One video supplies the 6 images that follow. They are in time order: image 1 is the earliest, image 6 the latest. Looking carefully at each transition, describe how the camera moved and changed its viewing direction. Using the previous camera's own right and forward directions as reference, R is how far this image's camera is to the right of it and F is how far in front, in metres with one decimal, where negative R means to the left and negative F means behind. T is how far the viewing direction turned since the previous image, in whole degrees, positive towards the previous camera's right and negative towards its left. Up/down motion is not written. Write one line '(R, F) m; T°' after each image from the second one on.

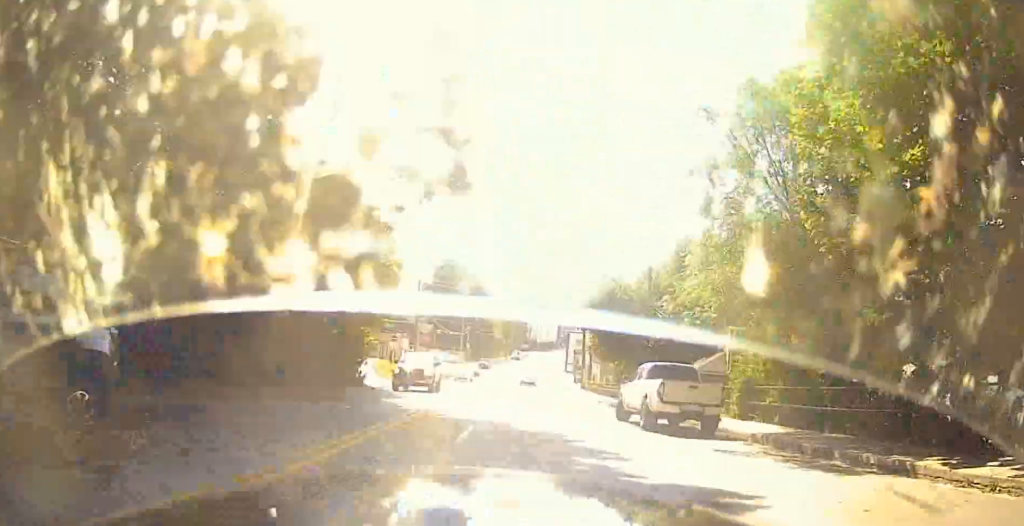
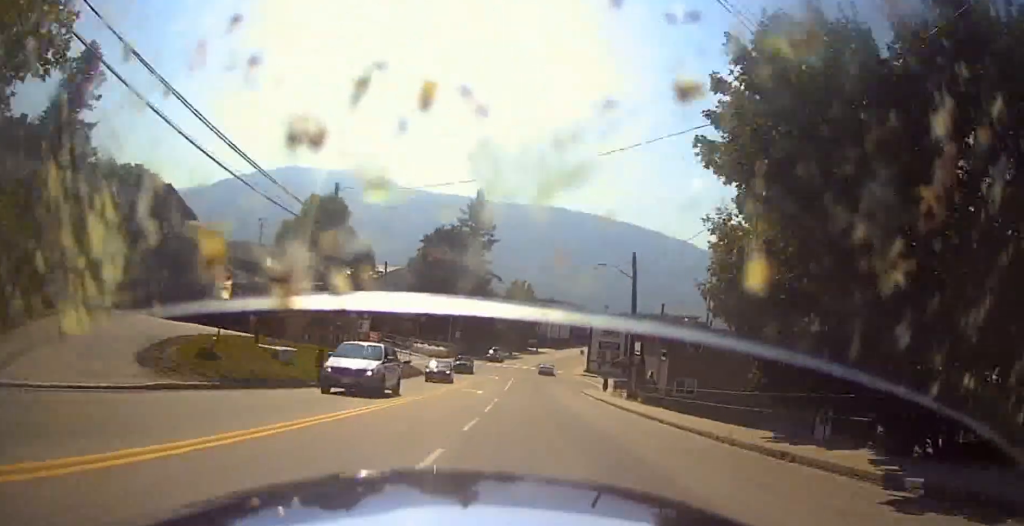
(+1.5, +28.0) m; +3°
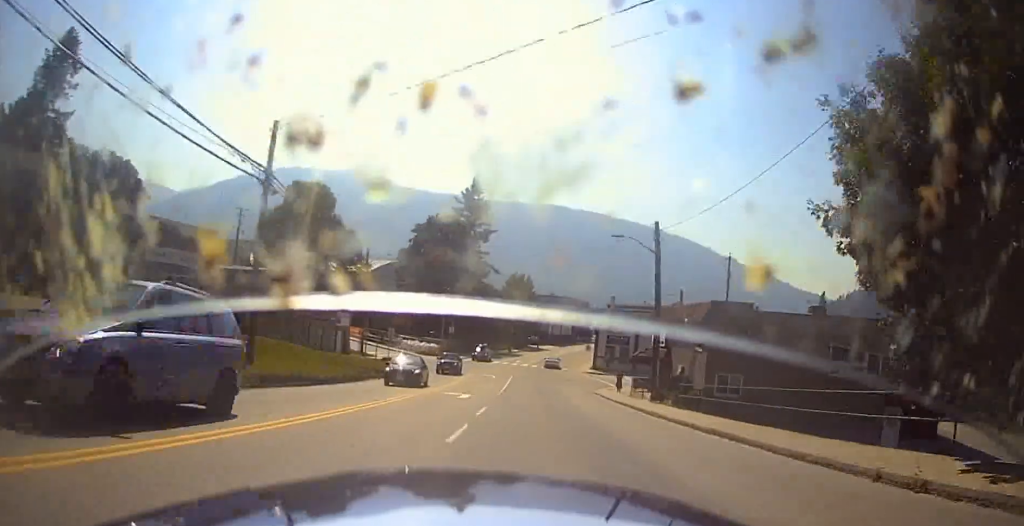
(-0.1, +7.5) m; 0°
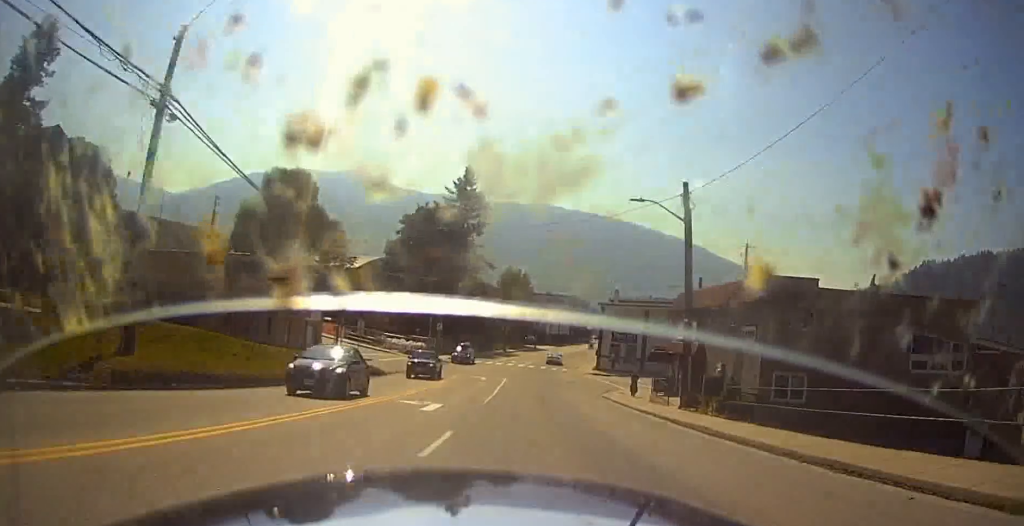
(-0.1, +6.9) m; 0°
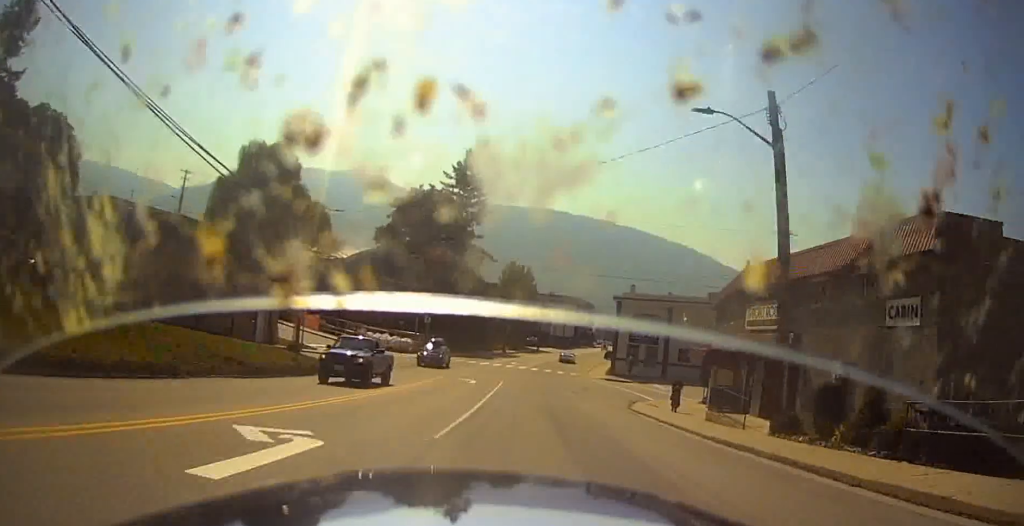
(0.0, +9.6) m; +1°
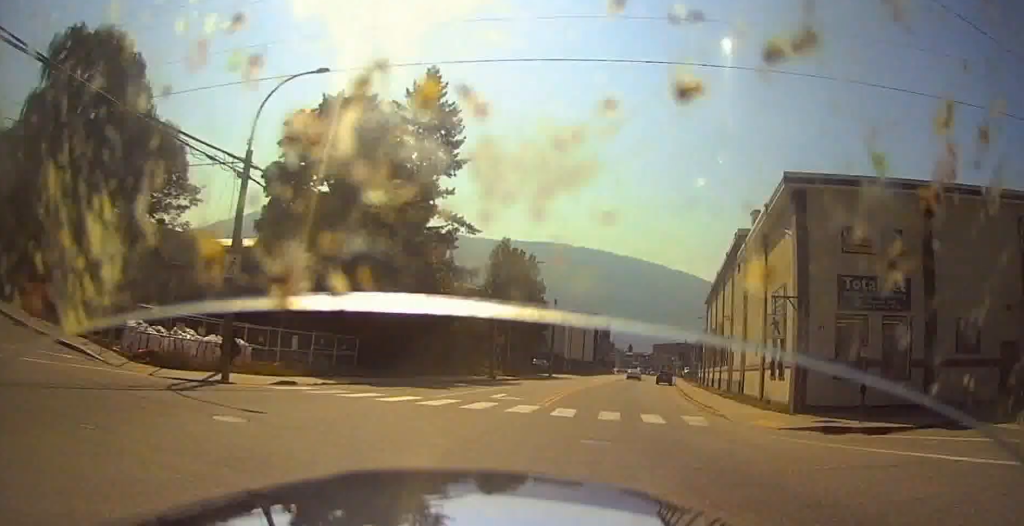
(+0.3, +38.5) m; +3°
